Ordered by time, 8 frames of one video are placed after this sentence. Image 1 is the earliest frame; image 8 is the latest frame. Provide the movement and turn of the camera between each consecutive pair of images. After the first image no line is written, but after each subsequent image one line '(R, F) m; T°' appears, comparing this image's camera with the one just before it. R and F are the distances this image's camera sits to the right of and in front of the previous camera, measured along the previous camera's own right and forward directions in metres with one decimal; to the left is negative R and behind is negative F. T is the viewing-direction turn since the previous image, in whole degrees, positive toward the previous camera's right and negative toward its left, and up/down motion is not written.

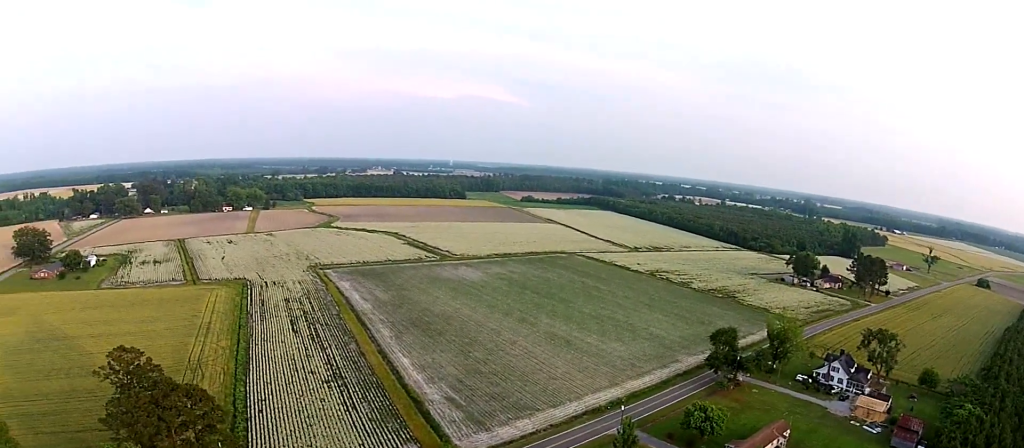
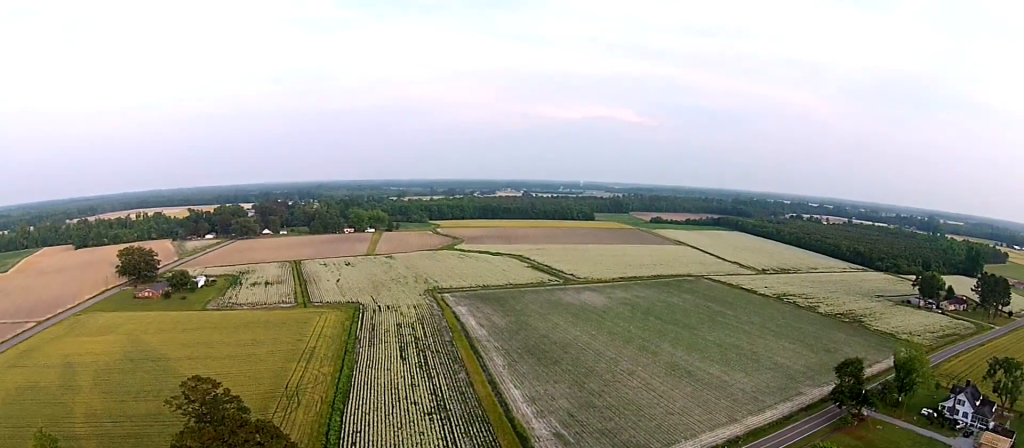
(-2.0, +9.6) m; -20°
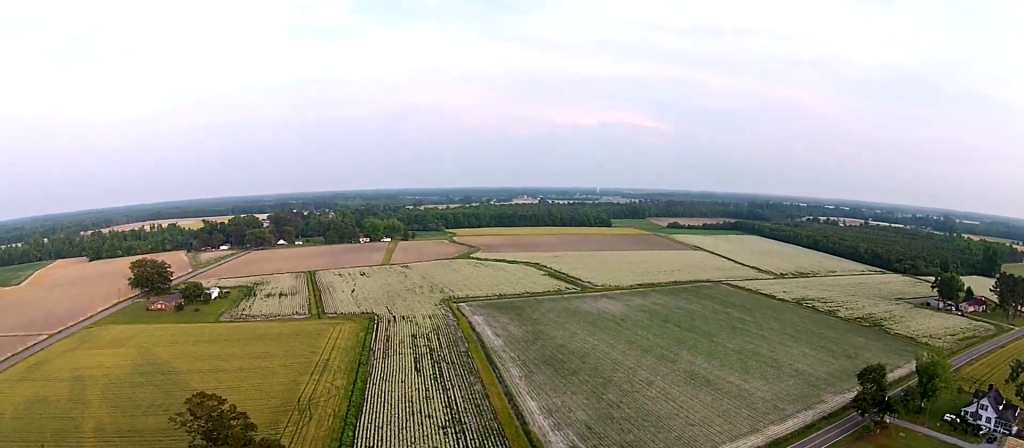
(-0.2, +3.6) m; -3°
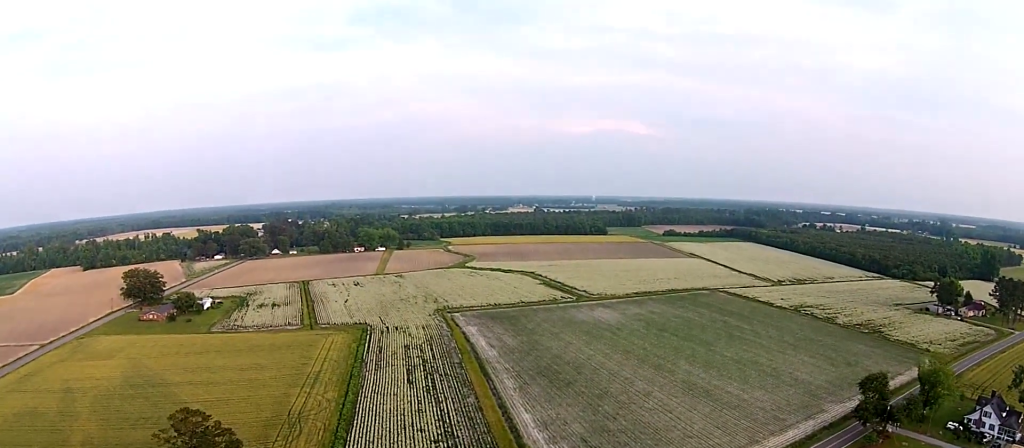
(-0.1, +3.6) m; -3°
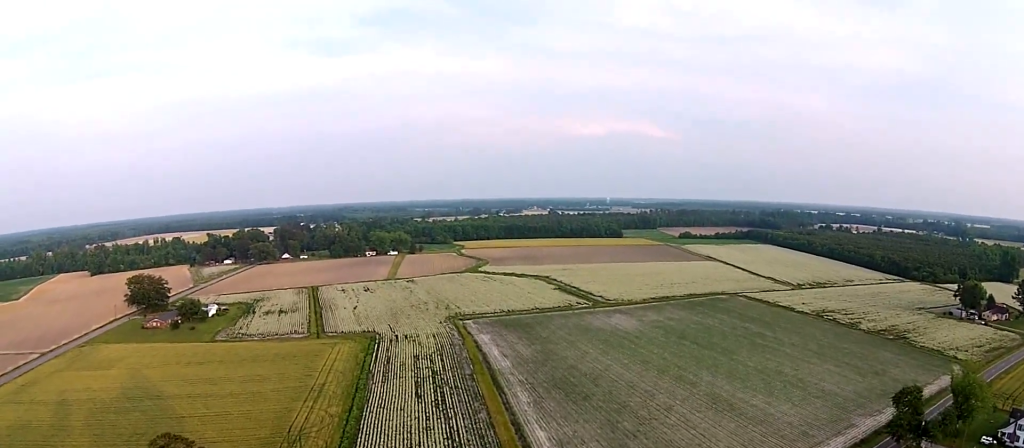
(-0.6, +10.1) m; -8°
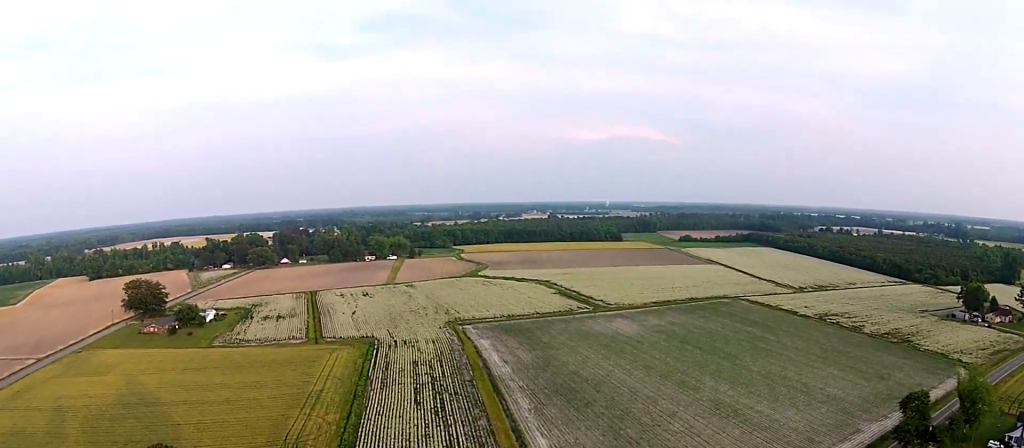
(0.0, +2.7) m; -4°
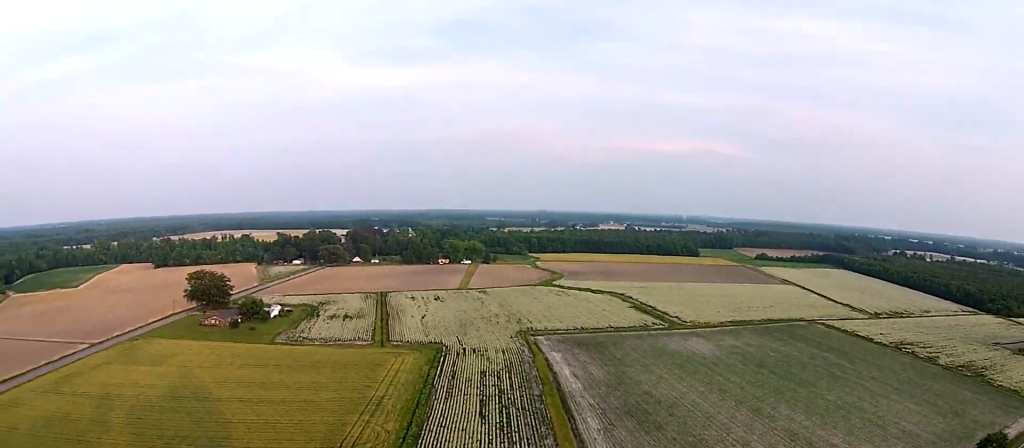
(-0.8, +6.7) m; -19°
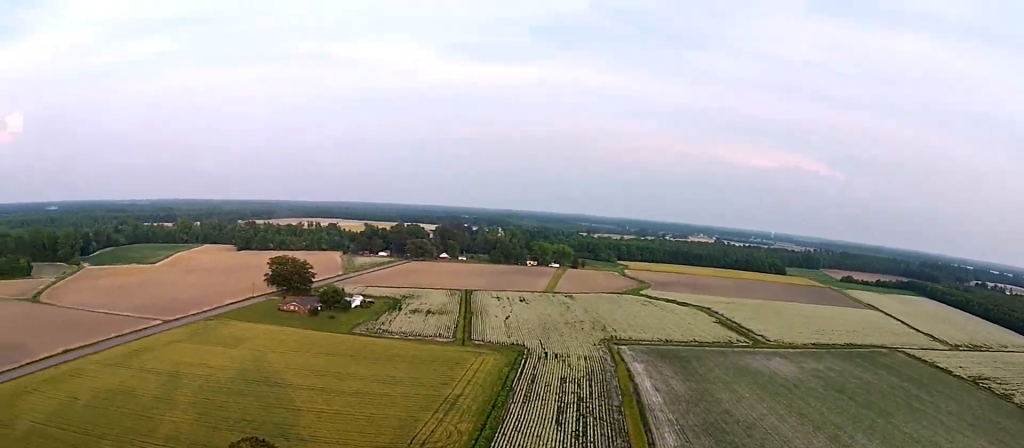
(-0.2, +3.0) m; -12°
